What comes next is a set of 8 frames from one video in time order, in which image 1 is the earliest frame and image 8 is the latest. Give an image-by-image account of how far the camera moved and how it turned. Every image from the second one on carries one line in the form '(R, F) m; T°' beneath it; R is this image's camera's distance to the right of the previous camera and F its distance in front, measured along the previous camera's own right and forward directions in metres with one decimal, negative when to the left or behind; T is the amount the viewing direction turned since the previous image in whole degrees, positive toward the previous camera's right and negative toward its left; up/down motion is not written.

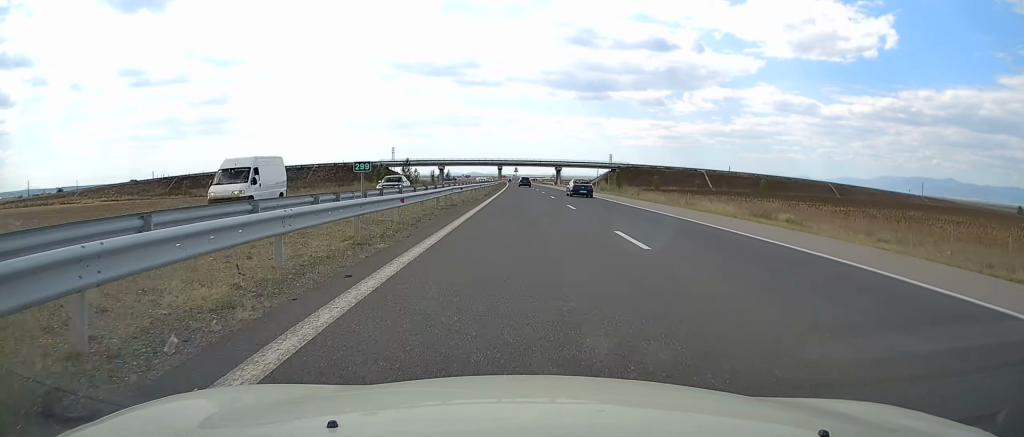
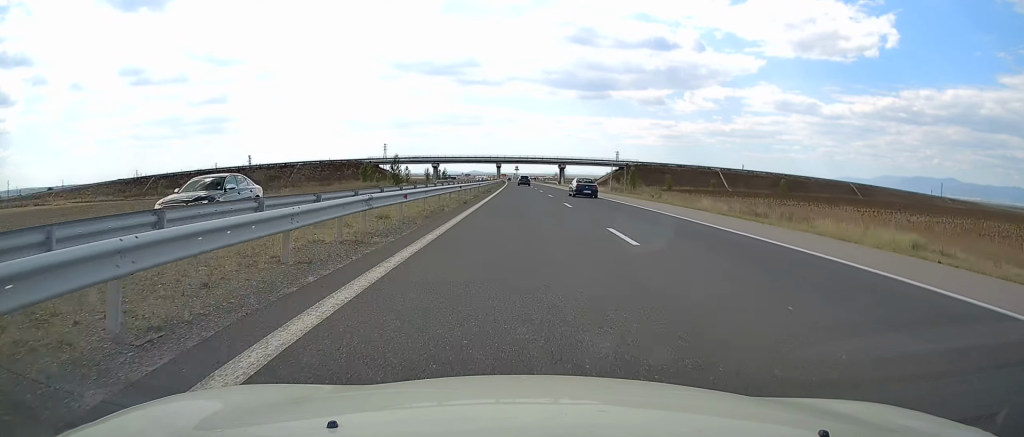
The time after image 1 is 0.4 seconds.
(0.0, +15.4) m; 0°
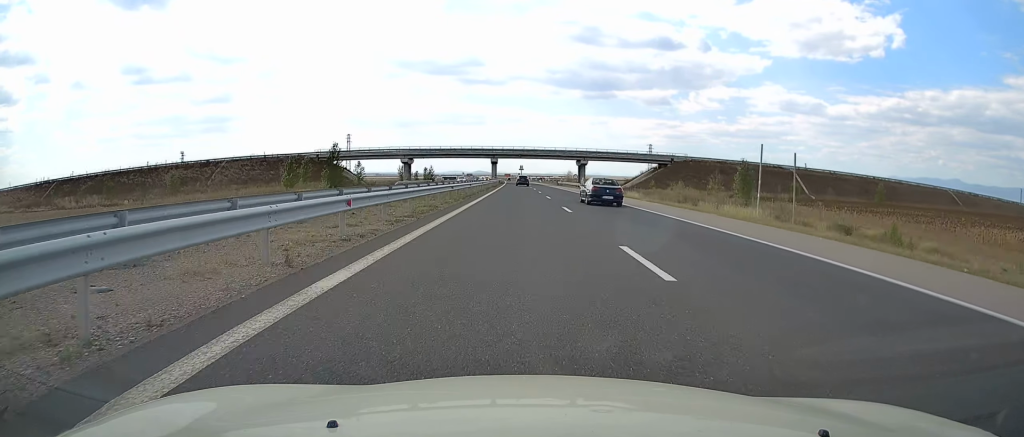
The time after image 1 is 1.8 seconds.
(+0.1, +52.5) m; -1°
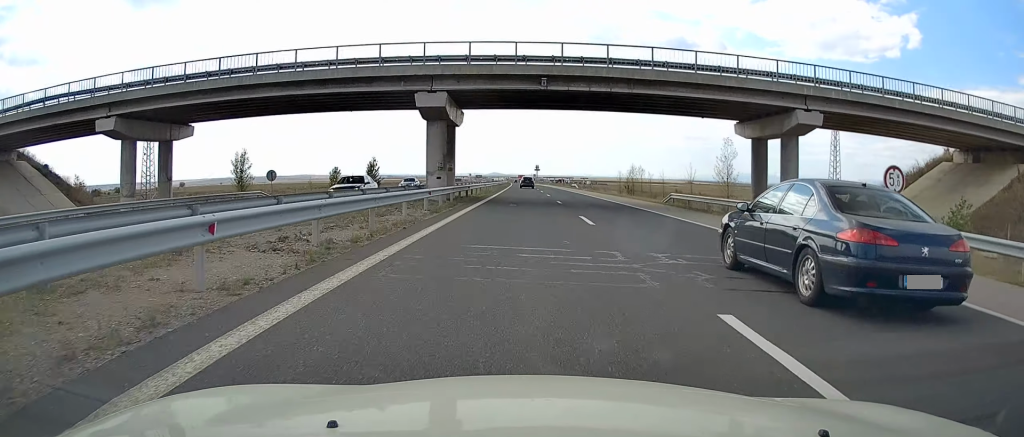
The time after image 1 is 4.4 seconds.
(-0.9, +101.9) m; -1°
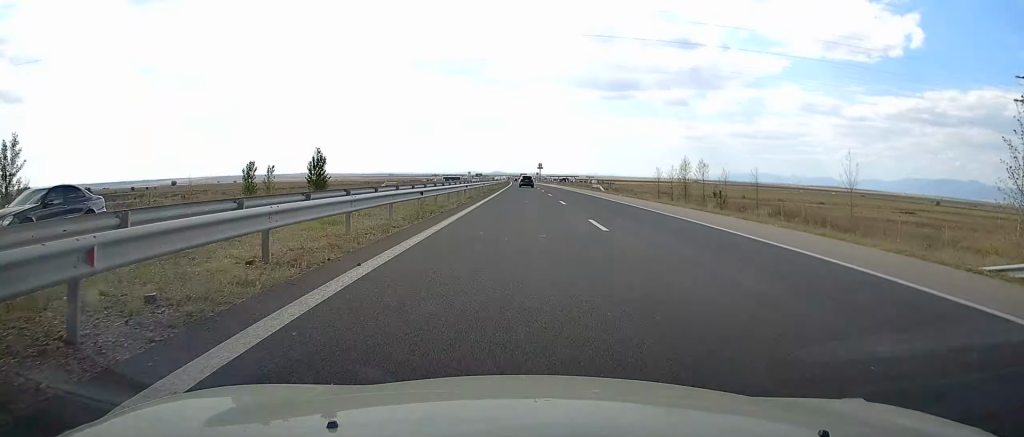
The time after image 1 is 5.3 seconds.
(0.0, +34.3) m; 0°
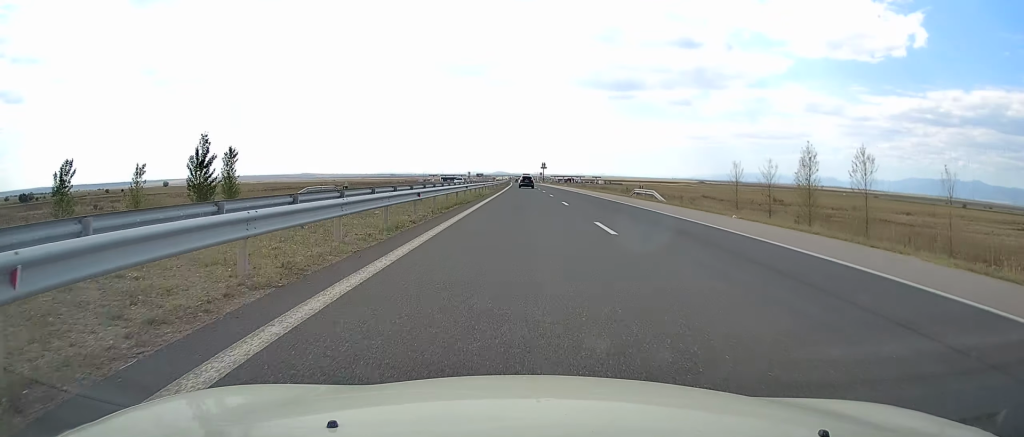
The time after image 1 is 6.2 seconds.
(0.0, +33.0) m; 0°
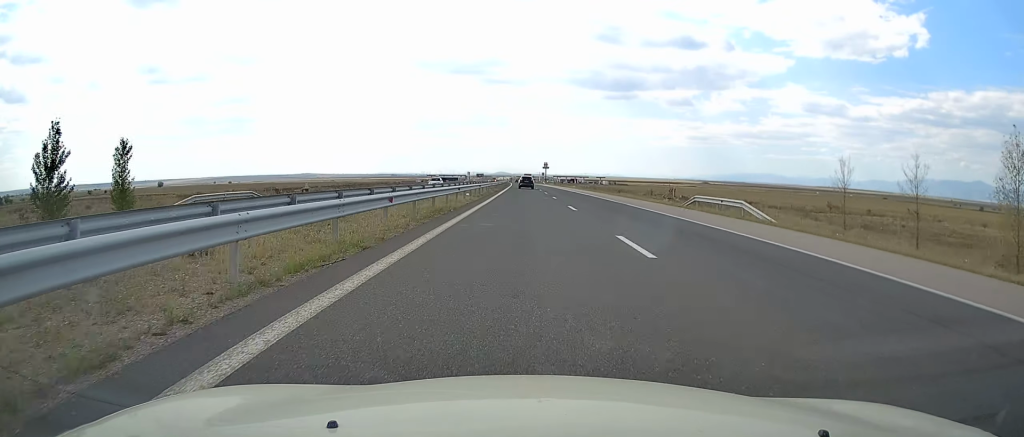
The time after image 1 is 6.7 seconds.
(-0.2, +20.3) m; 0°
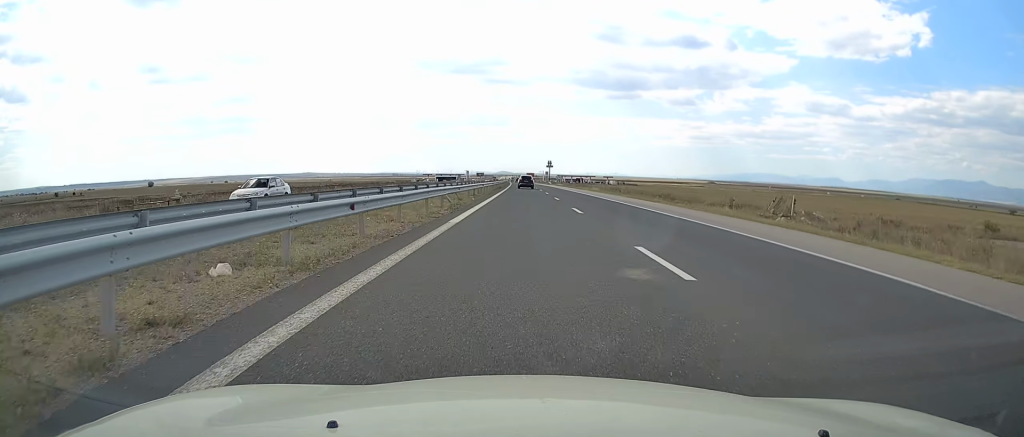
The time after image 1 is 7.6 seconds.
(0.0, +34.3) m; 0°
